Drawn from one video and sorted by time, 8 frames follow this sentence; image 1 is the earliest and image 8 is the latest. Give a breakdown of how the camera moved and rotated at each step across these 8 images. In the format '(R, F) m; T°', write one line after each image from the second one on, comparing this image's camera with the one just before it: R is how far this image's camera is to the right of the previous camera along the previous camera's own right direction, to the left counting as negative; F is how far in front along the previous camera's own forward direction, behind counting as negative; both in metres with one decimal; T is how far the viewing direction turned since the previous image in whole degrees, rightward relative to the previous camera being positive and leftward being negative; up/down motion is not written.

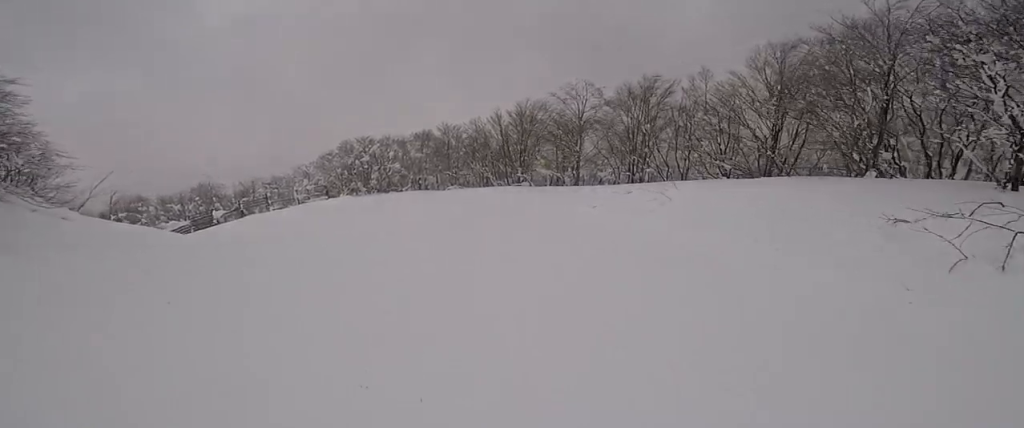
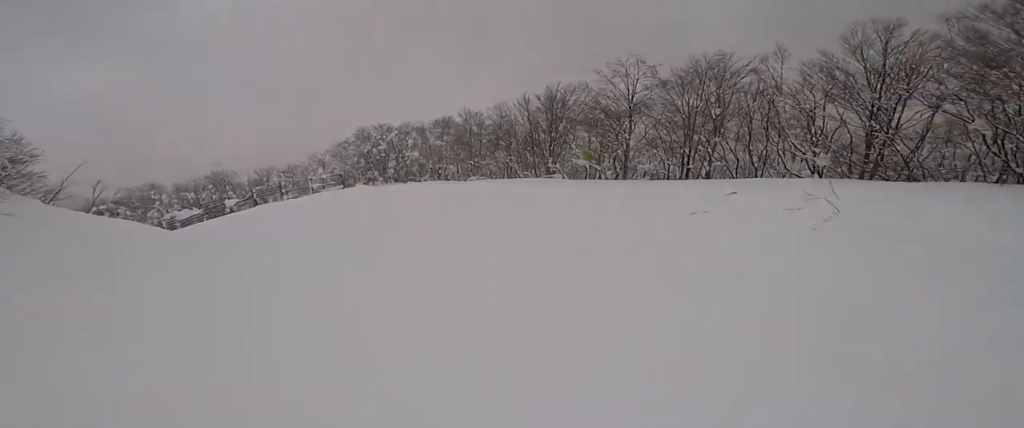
(-0.6, +3.8) m; 0°
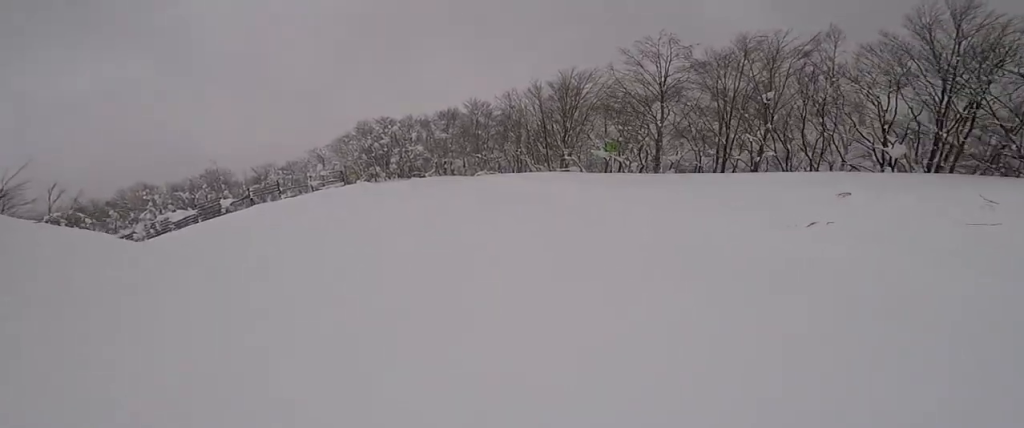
(0.0, +2.8) m; -1°
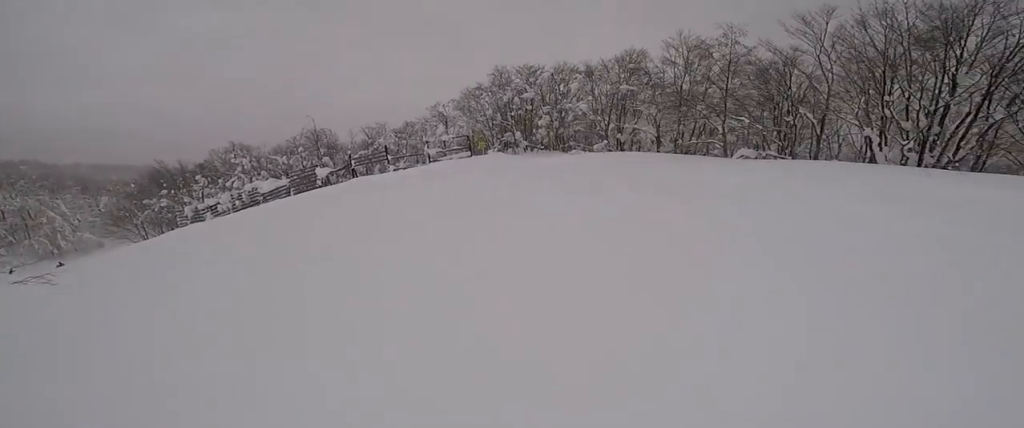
(-2.1, +17.9) m; -16°
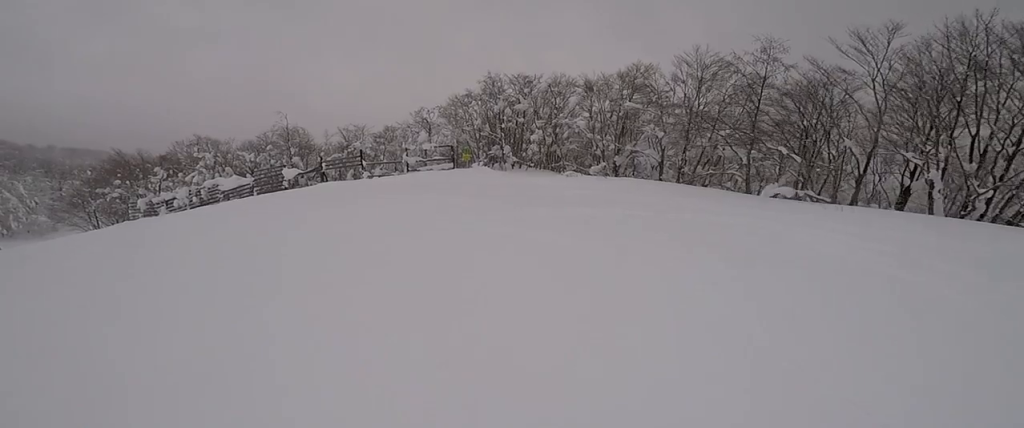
(0.0, +3.2) m; -11°
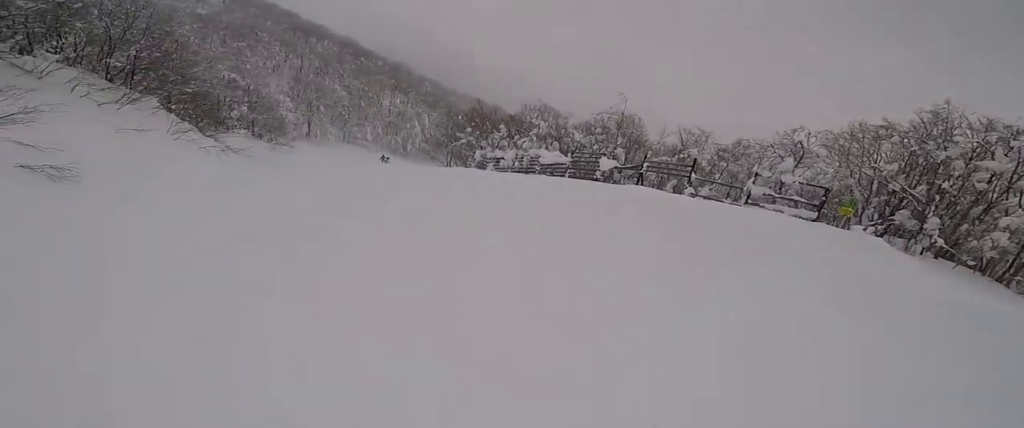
(-2.0, +7.0) m; -32°
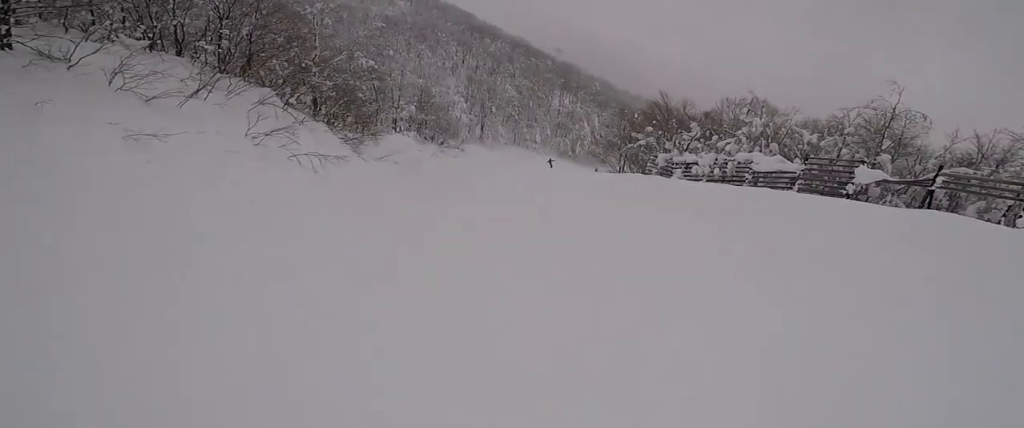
(-1.5, +7.2) m; -4°
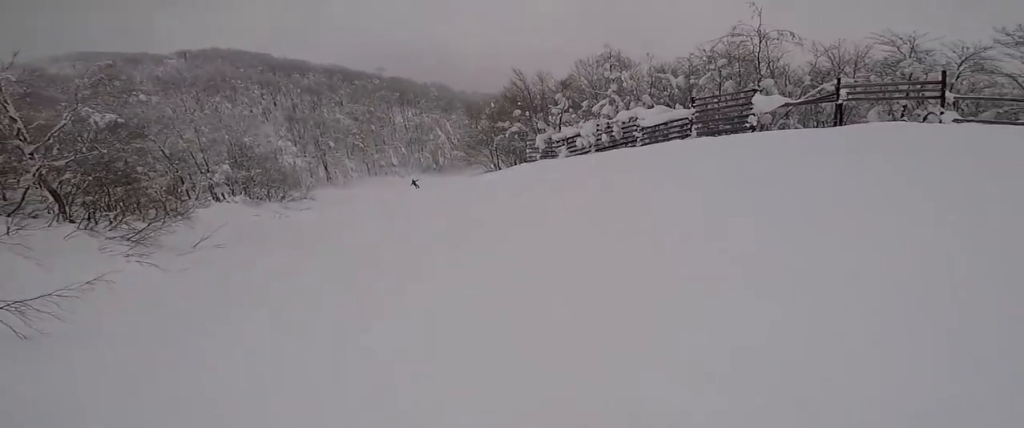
(+0.9, +5.3) m; +14°
